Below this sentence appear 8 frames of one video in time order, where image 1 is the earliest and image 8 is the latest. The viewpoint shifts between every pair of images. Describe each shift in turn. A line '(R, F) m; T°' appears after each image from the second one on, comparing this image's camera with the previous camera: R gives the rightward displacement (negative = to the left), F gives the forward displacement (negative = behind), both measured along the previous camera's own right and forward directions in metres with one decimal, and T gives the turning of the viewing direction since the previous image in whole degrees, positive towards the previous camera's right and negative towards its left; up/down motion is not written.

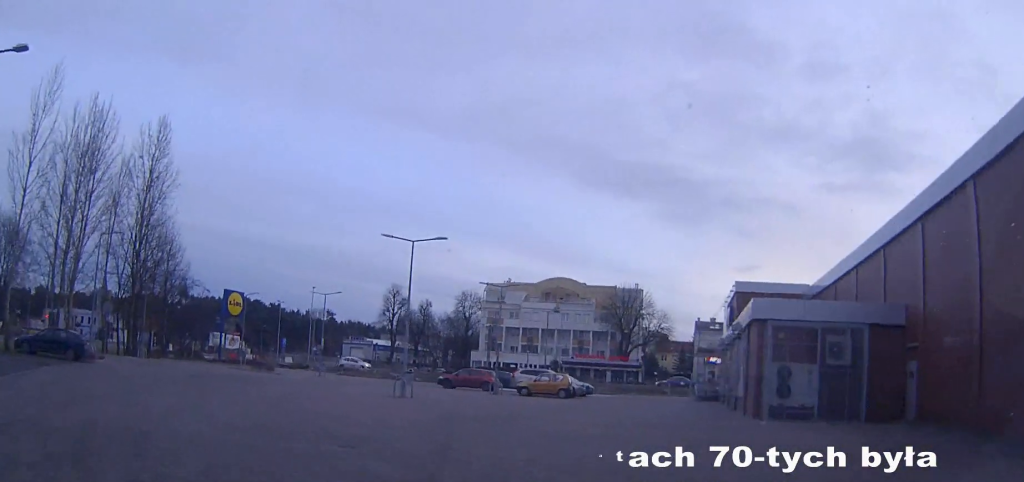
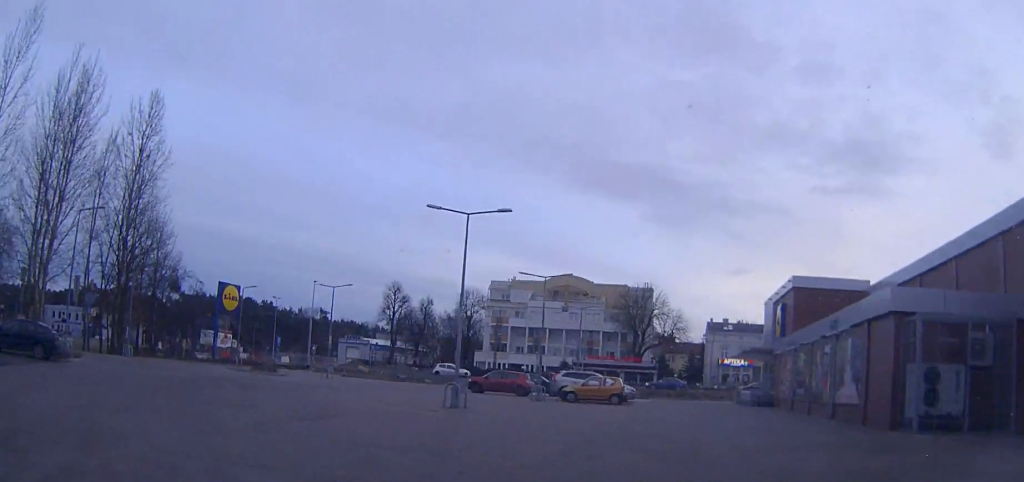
(+0.1, +6.9) m; +1°
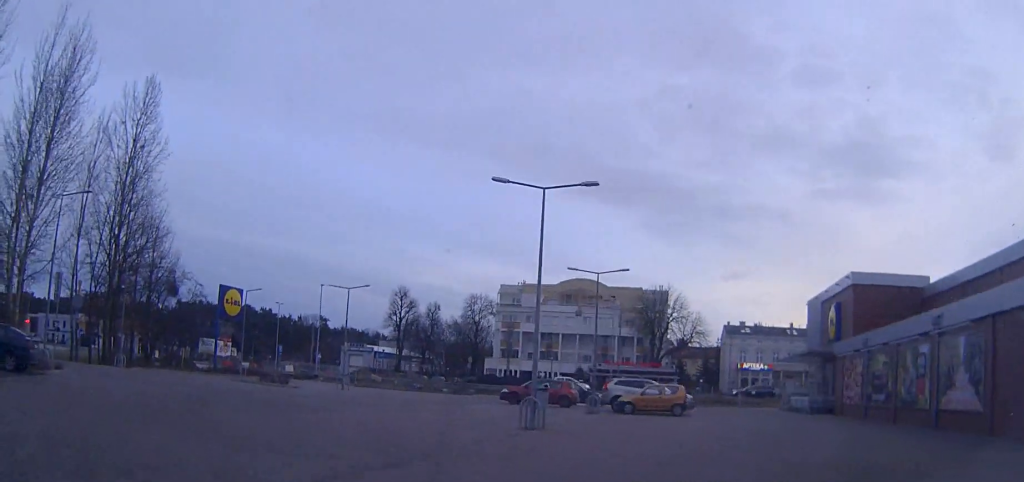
(0.0, +5.6) m; 0°
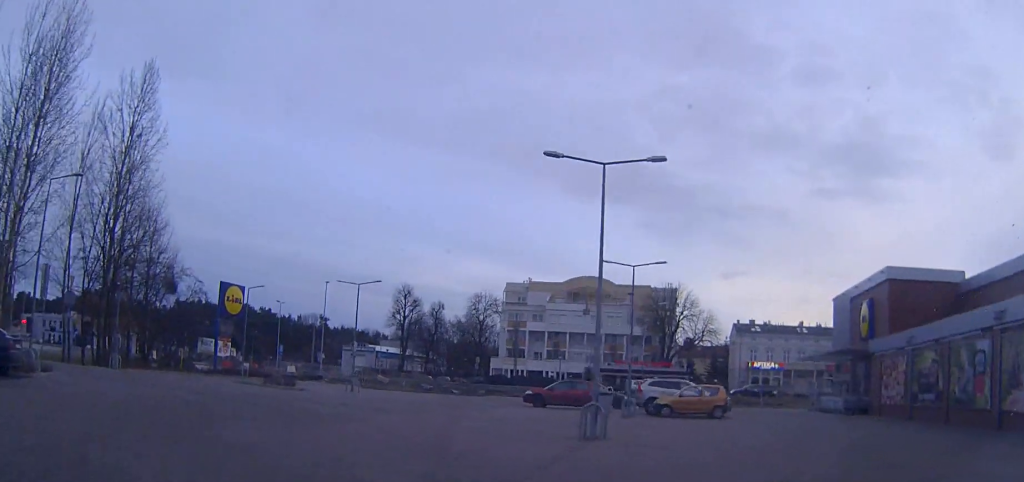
(0.0, +3.1) m; 0°
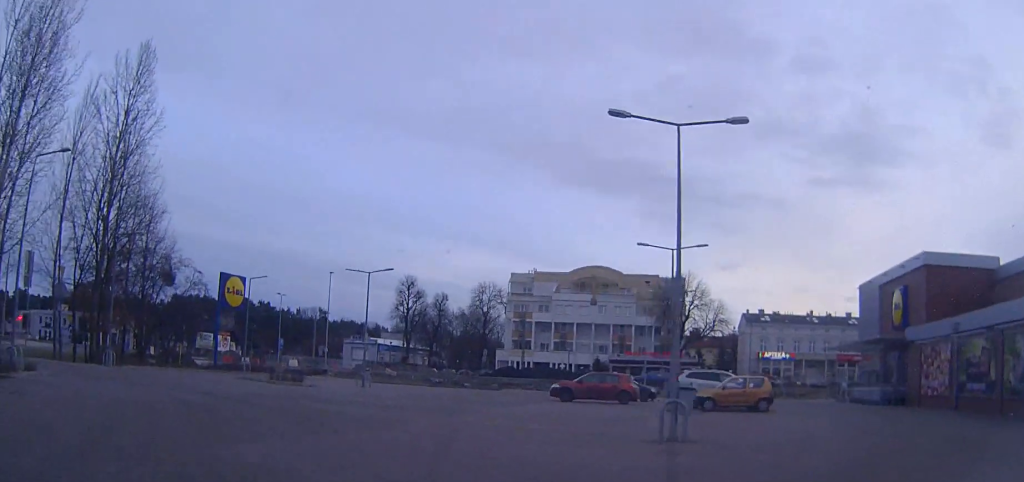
(0.0, +3.1) m; 0°
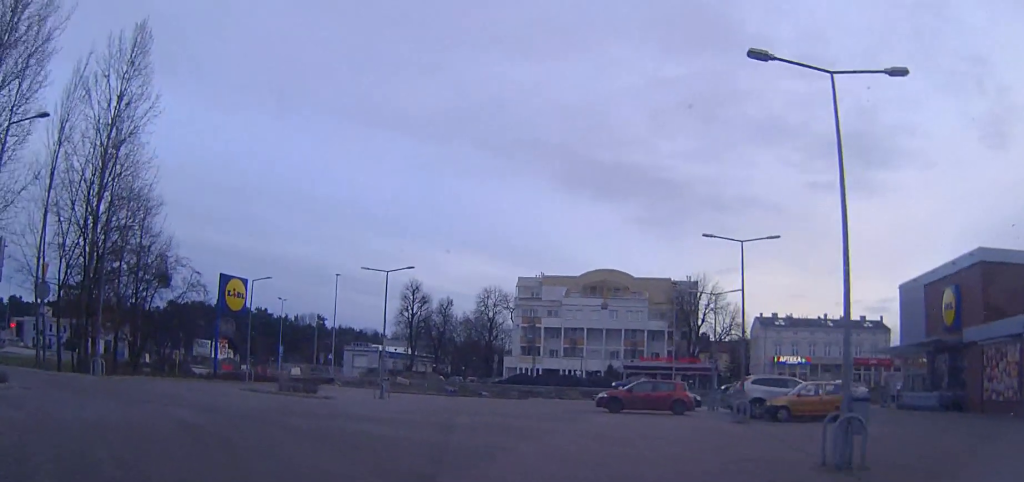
(0.0, +4.5) m; +1°
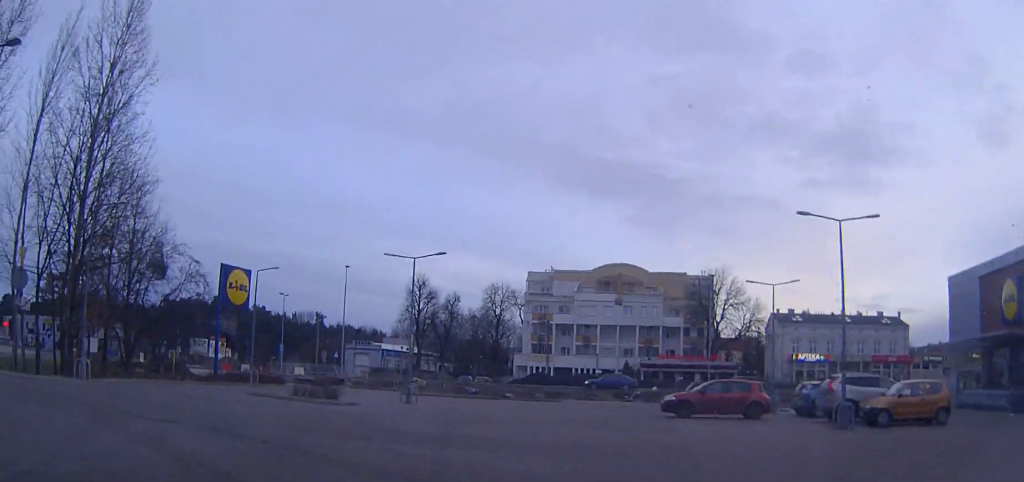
(+0.1, +5.0) m; +1°
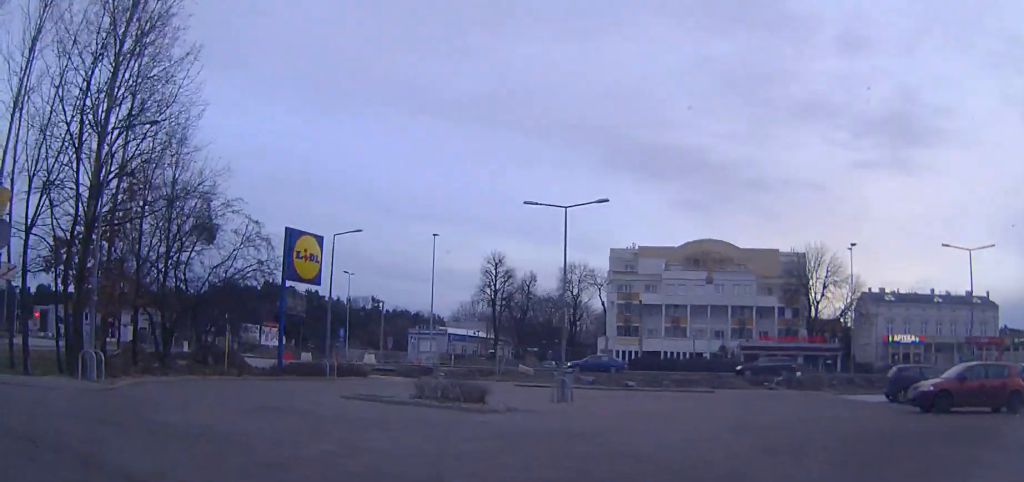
(-0.1, +9.8) m; -4°
